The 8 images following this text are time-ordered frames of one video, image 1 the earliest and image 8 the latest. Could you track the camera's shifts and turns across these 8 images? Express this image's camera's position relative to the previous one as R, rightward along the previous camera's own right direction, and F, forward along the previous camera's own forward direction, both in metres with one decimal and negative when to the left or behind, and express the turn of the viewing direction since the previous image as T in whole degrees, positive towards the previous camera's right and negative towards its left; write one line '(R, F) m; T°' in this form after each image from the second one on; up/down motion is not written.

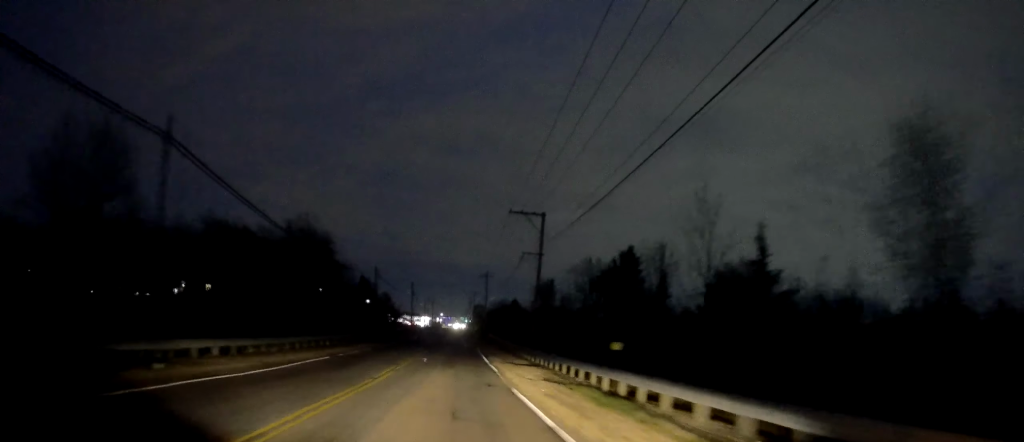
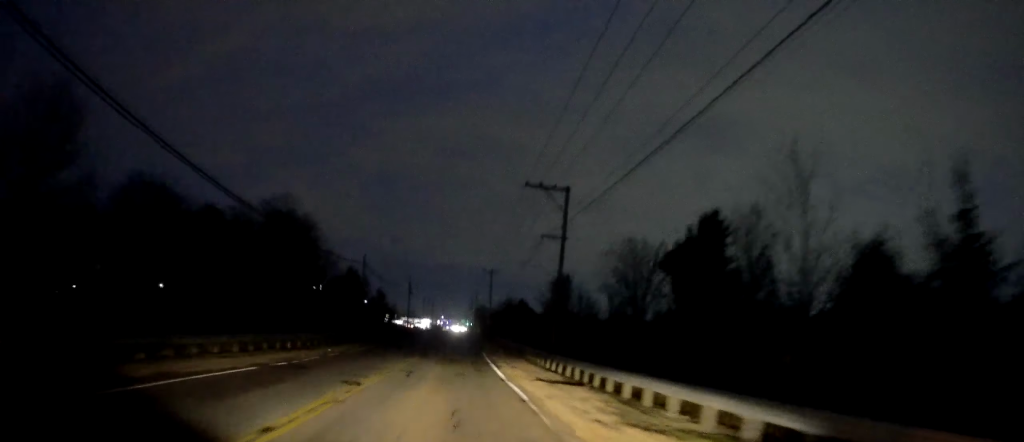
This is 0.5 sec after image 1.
(+0.2, +9.7) m; -1°
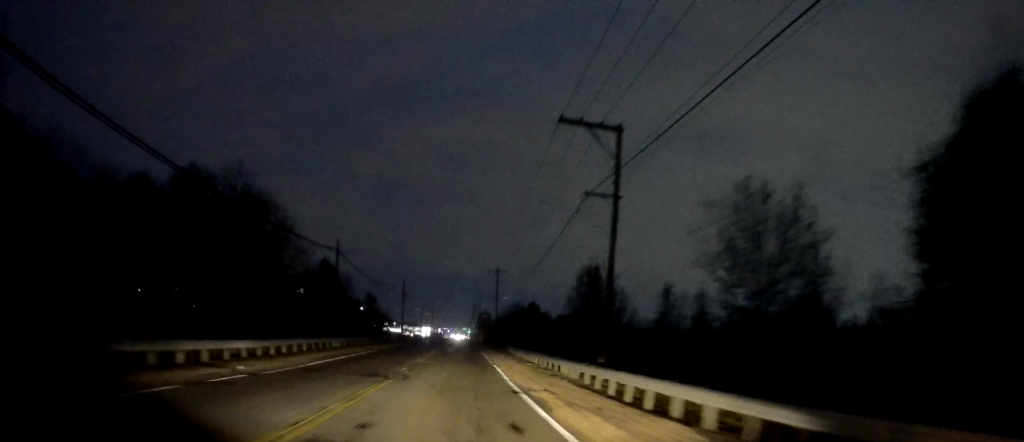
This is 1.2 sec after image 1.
(-0.5, +12.9) m; -3°
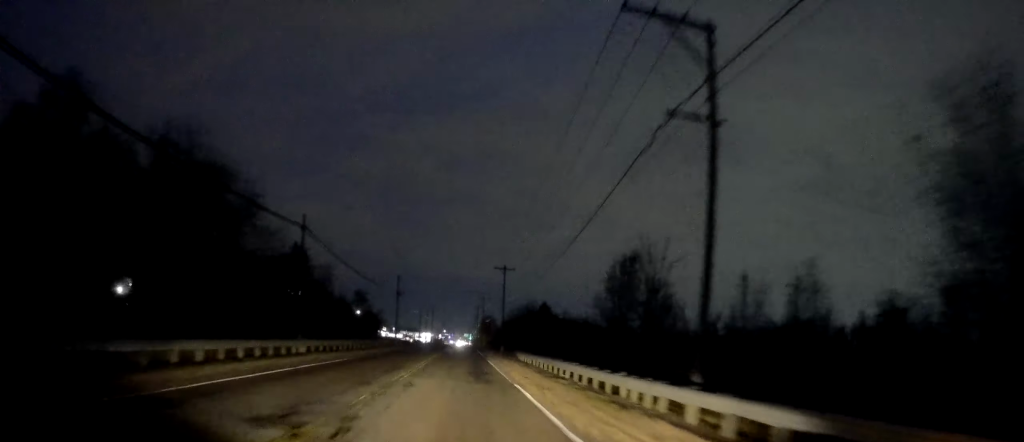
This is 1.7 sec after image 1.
(-0.2, +10.4) m; -1°
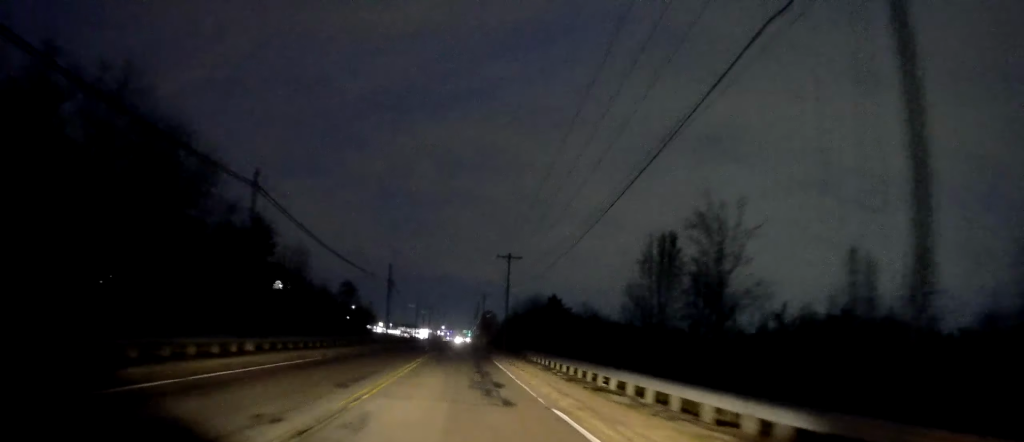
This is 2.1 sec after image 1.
(-0.3, +8.4) m; 0°
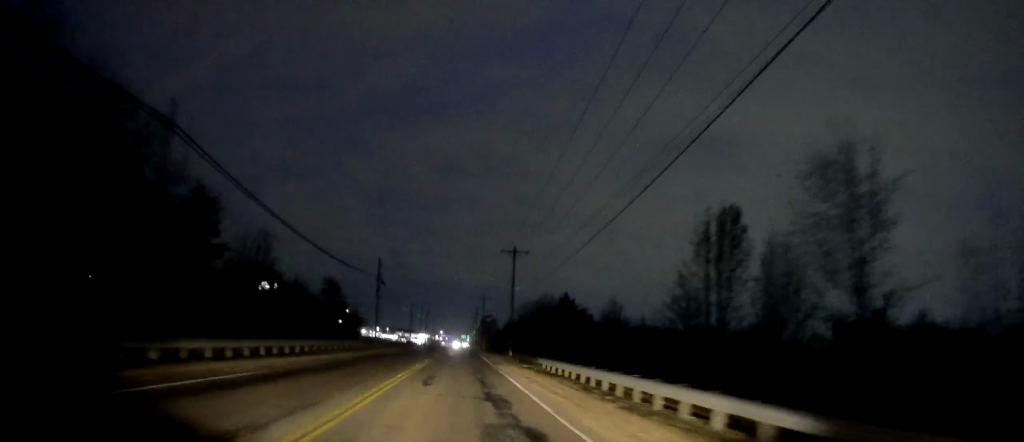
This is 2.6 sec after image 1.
(0.0, +8.4) m; +1°
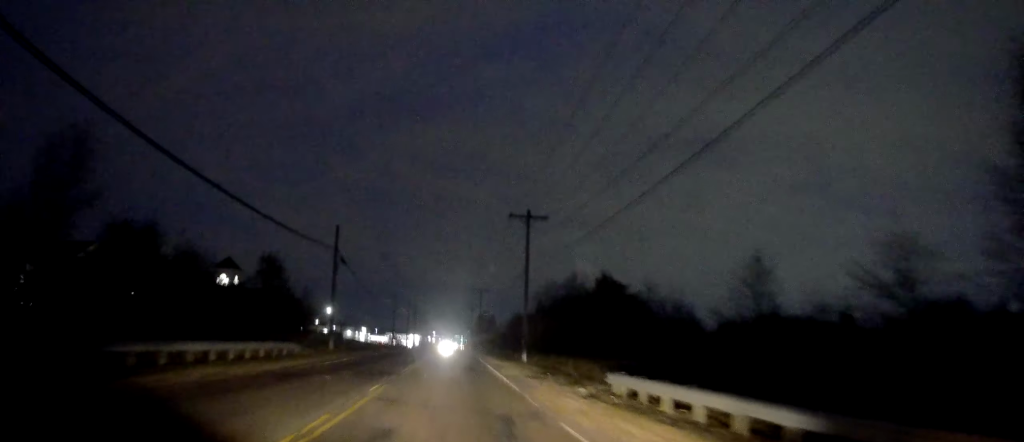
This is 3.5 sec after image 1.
(+0.7, +18.5) m; +1°
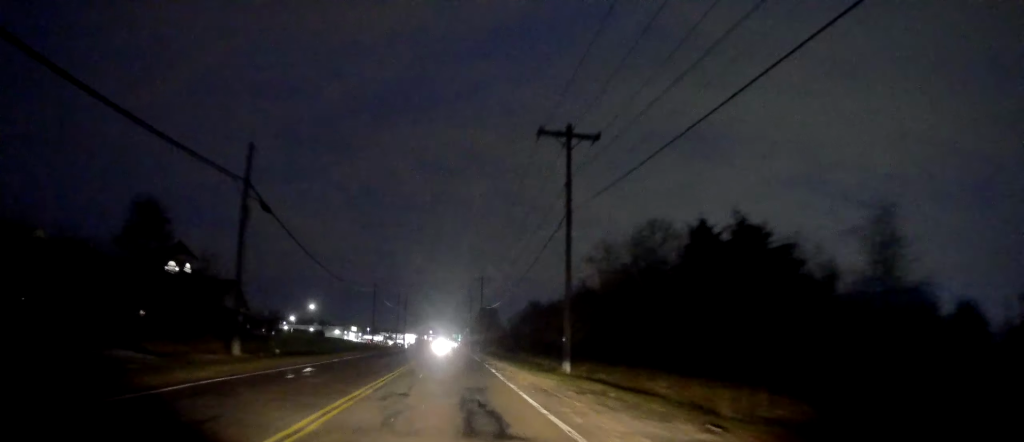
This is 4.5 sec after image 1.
(-0.3, +18.8) m; -2°
